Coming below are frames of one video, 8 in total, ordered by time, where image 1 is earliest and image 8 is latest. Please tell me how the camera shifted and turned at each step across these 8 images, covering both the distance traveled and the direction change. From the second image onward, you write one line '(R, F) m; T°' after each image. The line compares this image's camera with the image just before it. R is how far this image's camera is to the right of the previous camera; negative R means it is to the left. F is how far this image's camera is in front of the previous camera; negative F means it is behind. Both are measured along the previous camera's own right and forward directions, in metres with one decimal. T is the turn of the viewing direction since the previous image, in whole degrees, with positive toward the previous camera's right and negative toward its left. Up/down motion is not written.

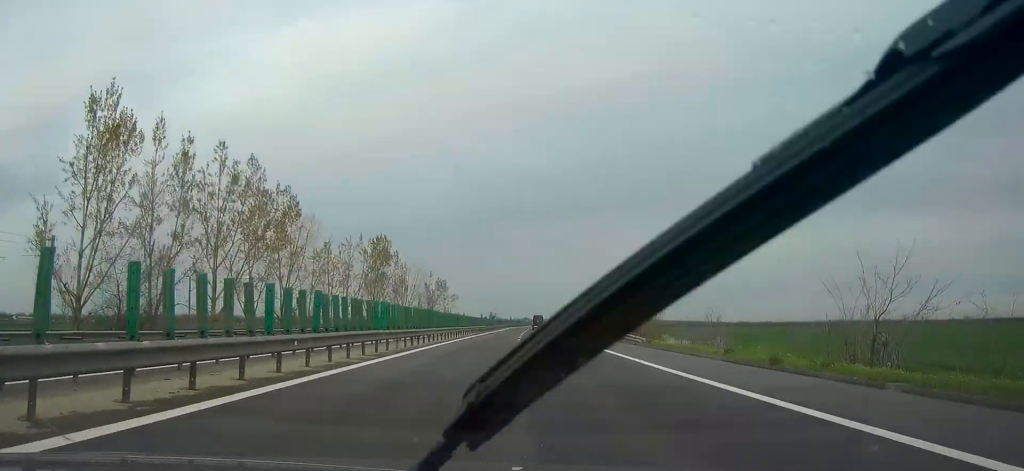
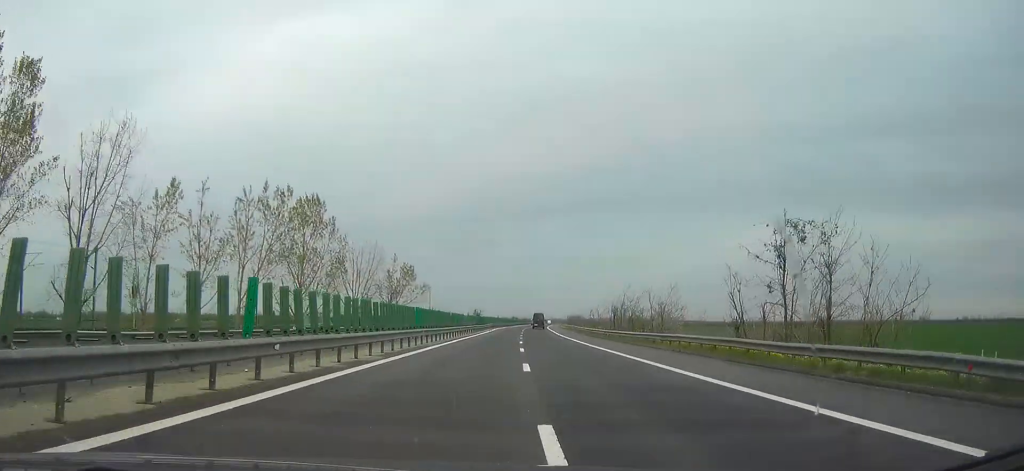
(+0.4, +41.6) m; +1°
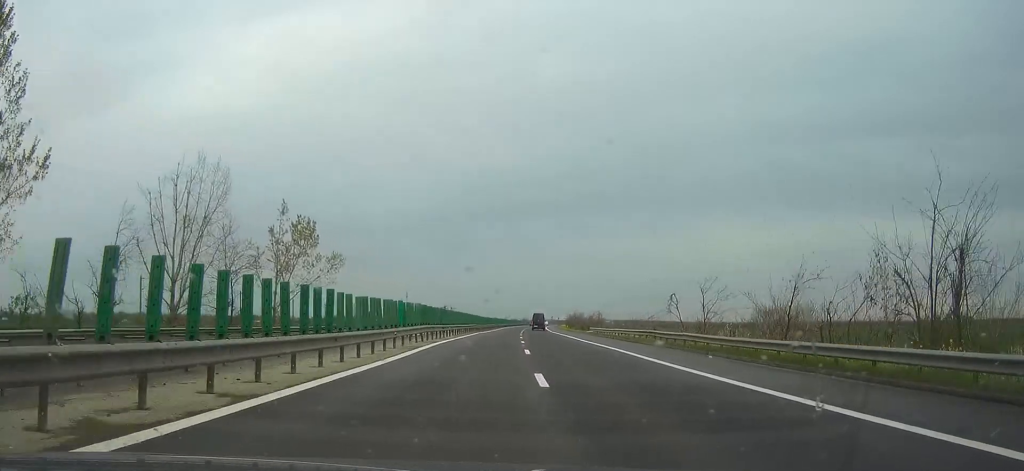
(+0.9, +64.9) m; +2°
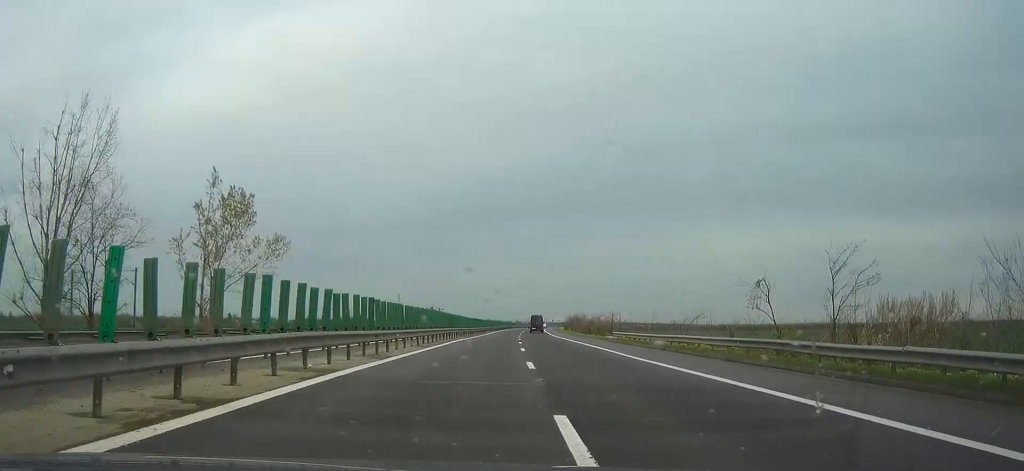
(+0.2, +19.4) m; +1°
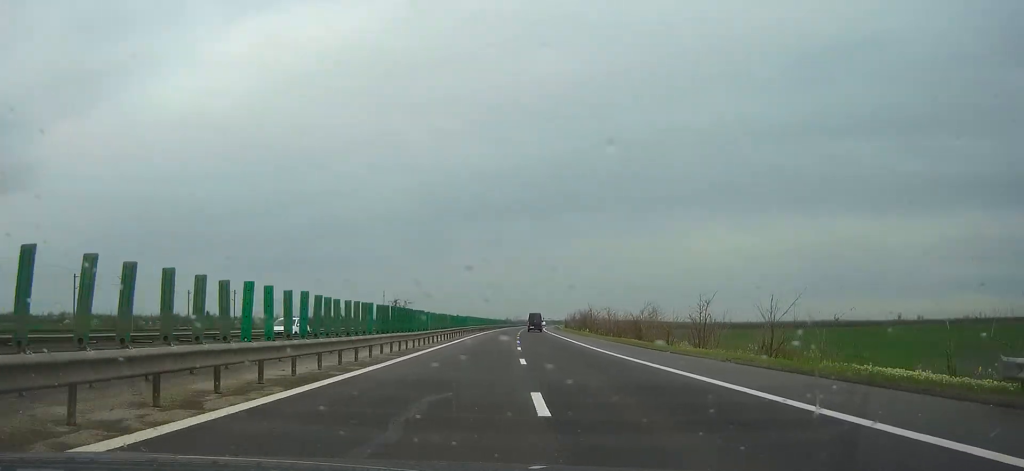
(+0.9, +45.6) m; +2°
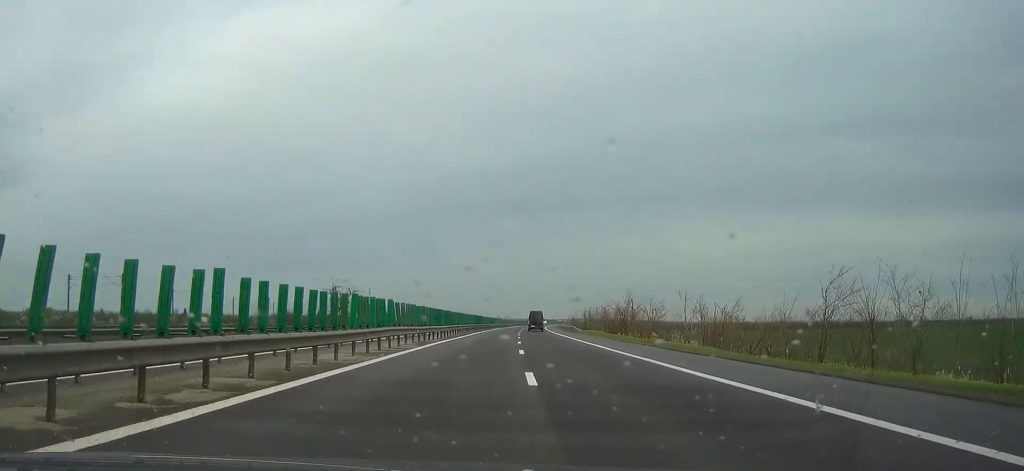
(+0.5, +46.0) m; +1°
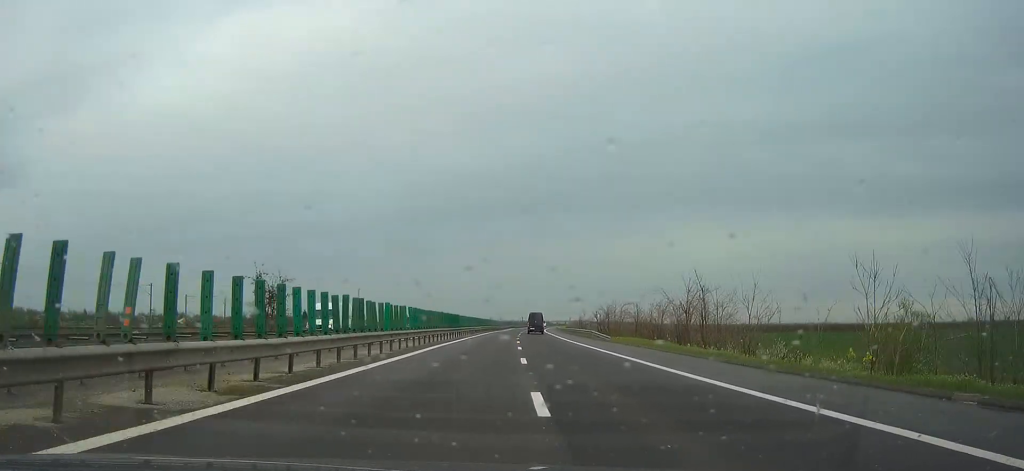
(0.0, +28.6) m; 0°
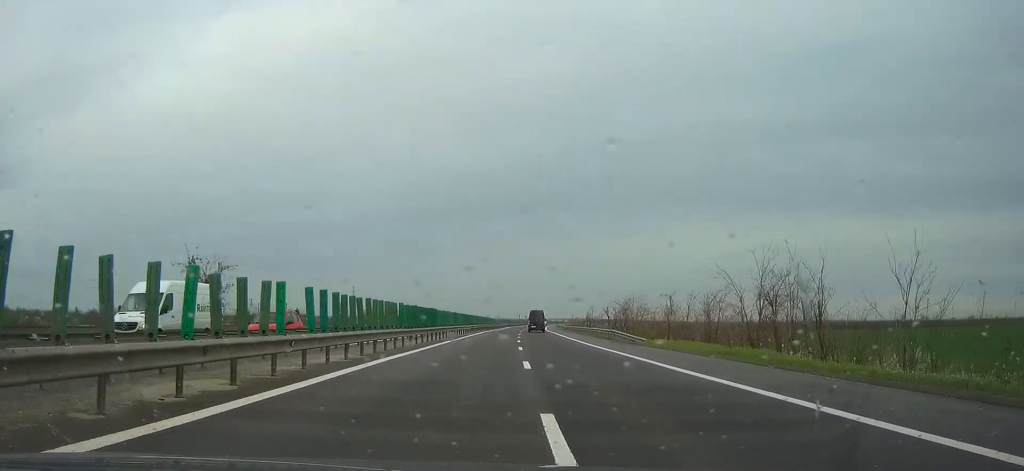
(0.0, +15.6) m; 0°
